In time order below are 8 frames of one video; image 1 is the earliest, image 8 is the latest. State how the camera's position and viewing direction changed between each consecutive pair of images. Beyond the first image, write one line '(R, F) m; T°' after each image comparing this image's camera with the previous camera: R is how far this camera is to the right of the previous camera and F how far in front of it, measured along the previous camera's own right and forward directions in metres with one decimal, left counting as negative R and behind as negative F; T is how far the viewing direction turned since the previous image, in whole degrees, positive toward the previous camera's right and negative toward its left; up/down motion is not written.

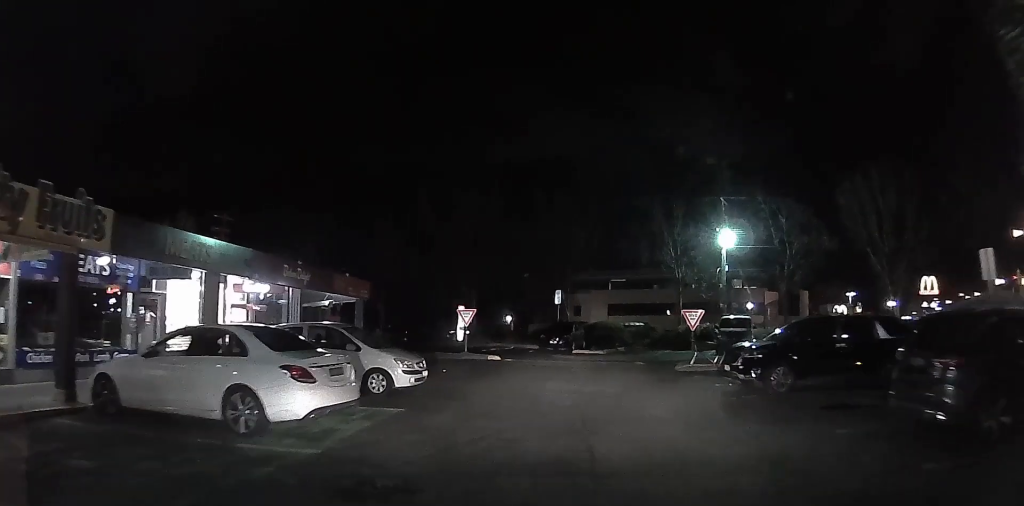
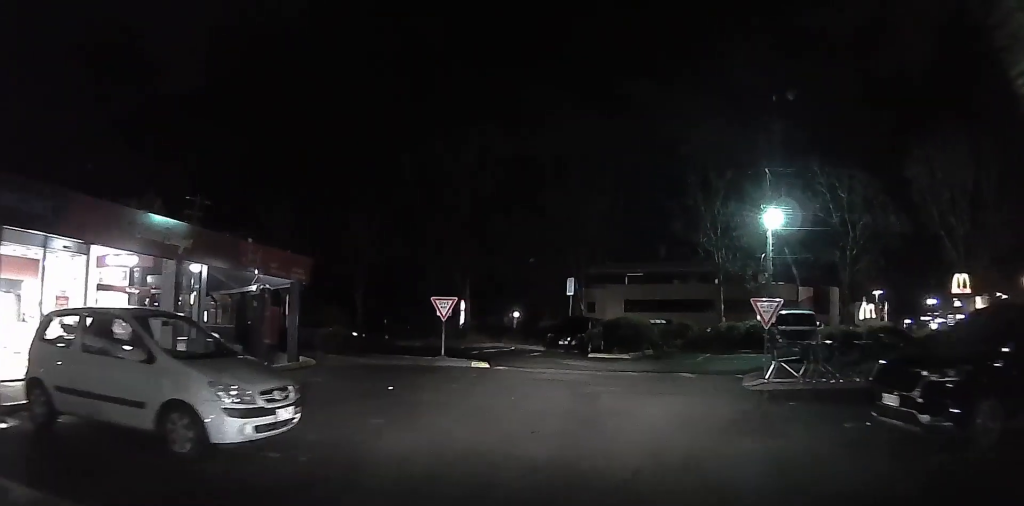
(0.0, +6.0) m; -4°
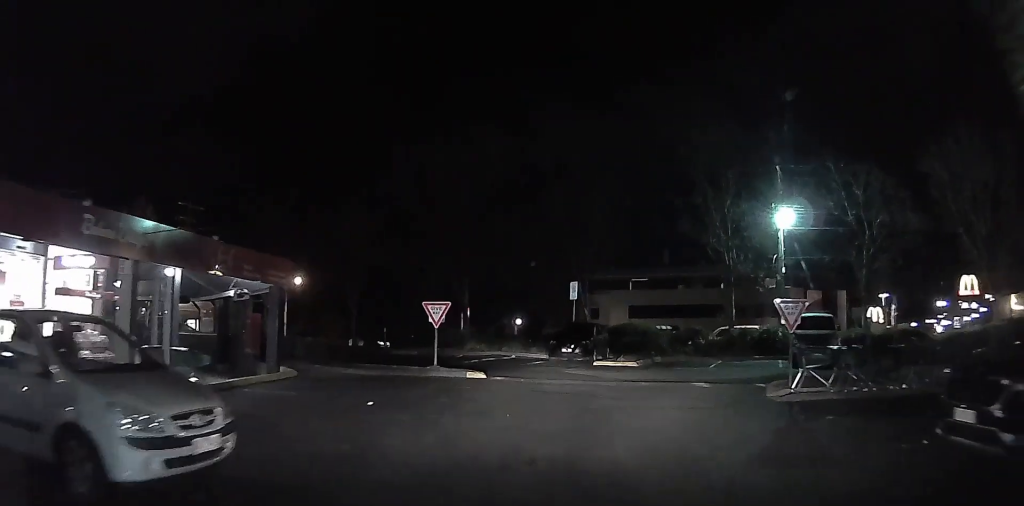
(-0.1, +1.1) m; -4°
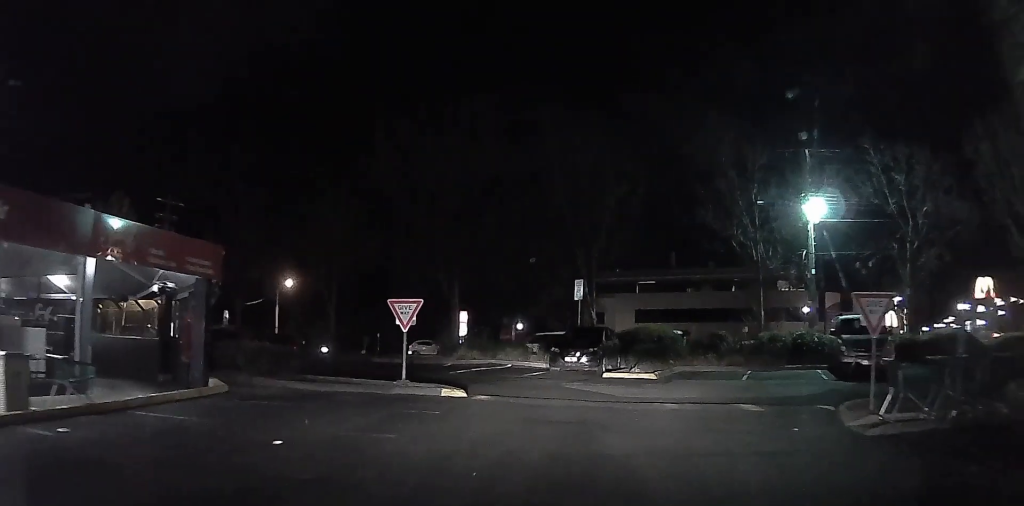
(-0.2, +2.3) m; -8°
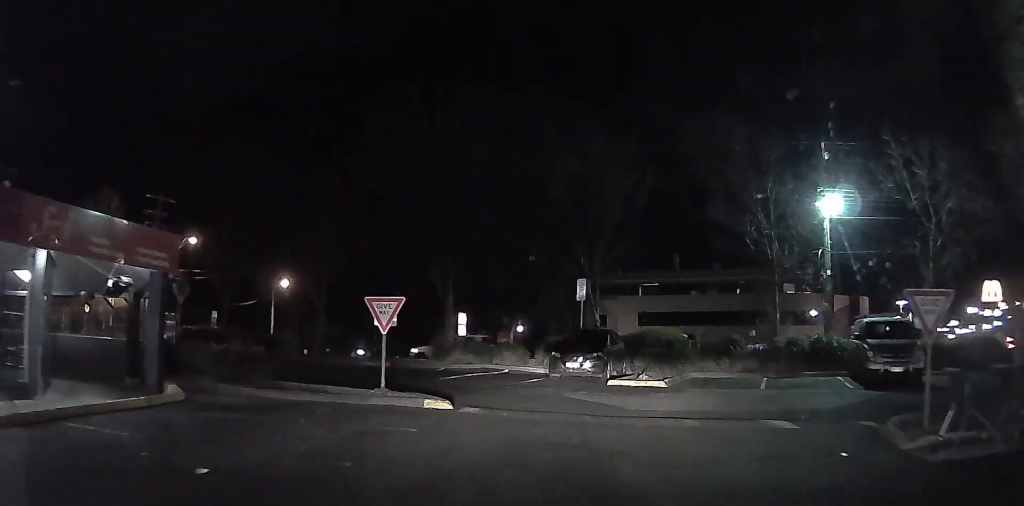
(0.0, +1.0) m; -4°
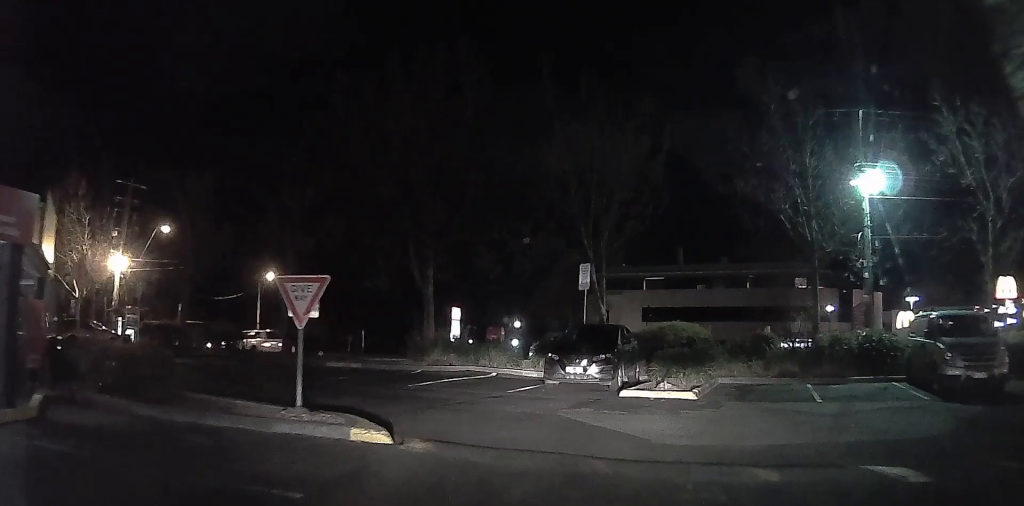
(-0.2, +2.5) m; -13°
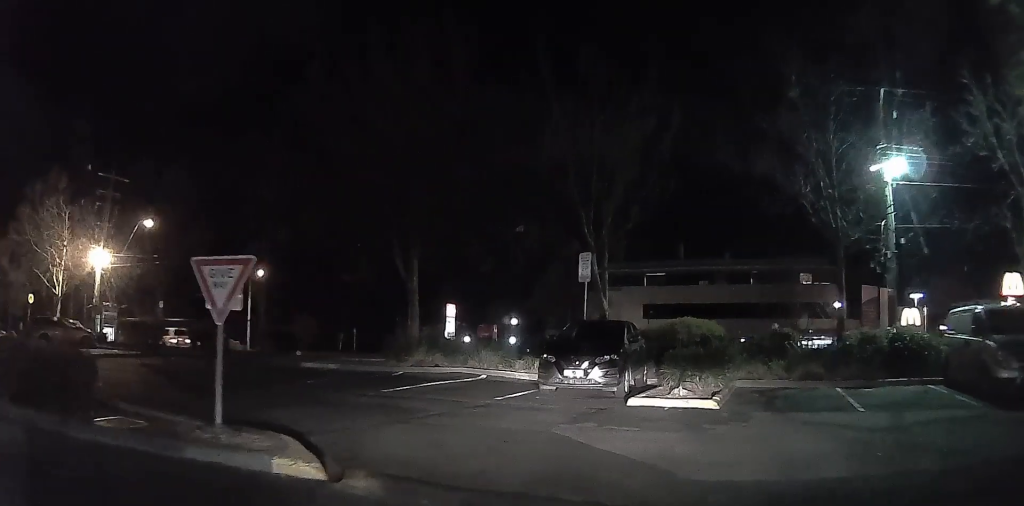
(-0.2, +1.5) m; -12°
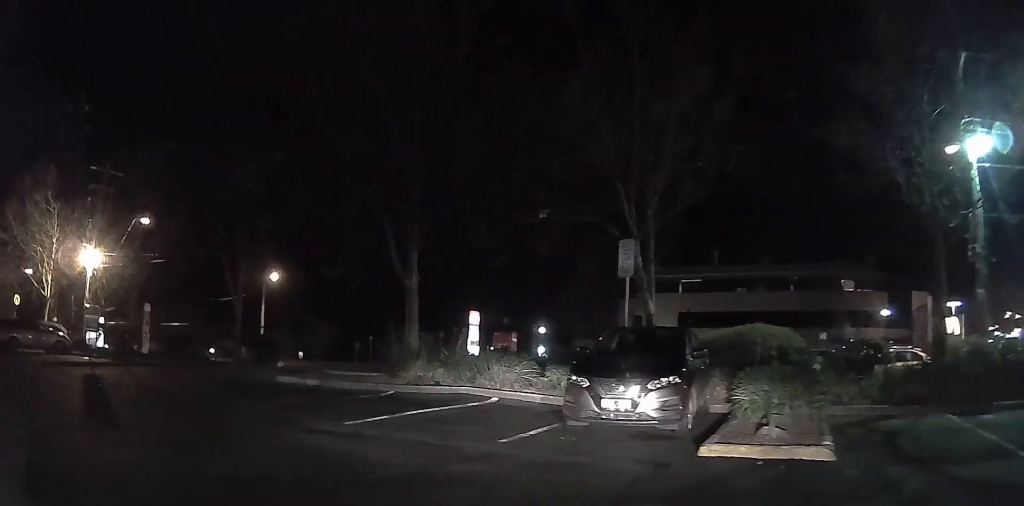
(-1.0, +4.4) m; -19°
